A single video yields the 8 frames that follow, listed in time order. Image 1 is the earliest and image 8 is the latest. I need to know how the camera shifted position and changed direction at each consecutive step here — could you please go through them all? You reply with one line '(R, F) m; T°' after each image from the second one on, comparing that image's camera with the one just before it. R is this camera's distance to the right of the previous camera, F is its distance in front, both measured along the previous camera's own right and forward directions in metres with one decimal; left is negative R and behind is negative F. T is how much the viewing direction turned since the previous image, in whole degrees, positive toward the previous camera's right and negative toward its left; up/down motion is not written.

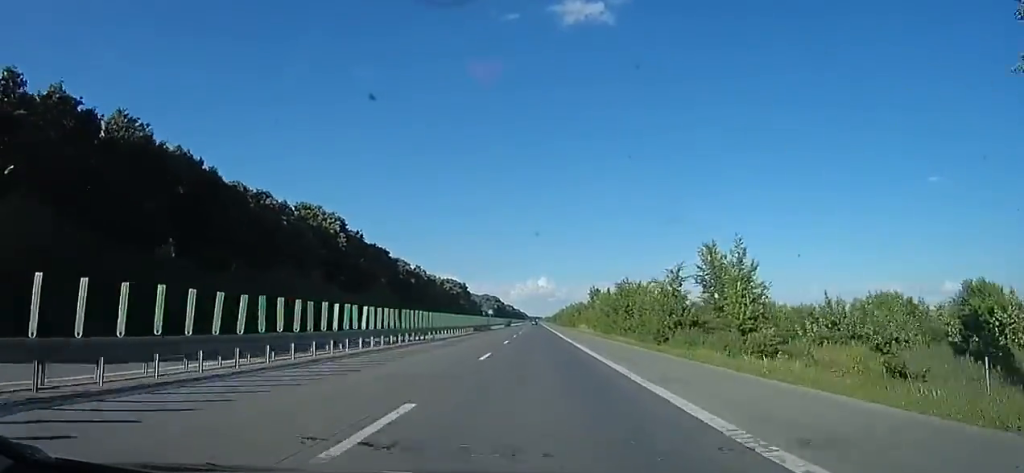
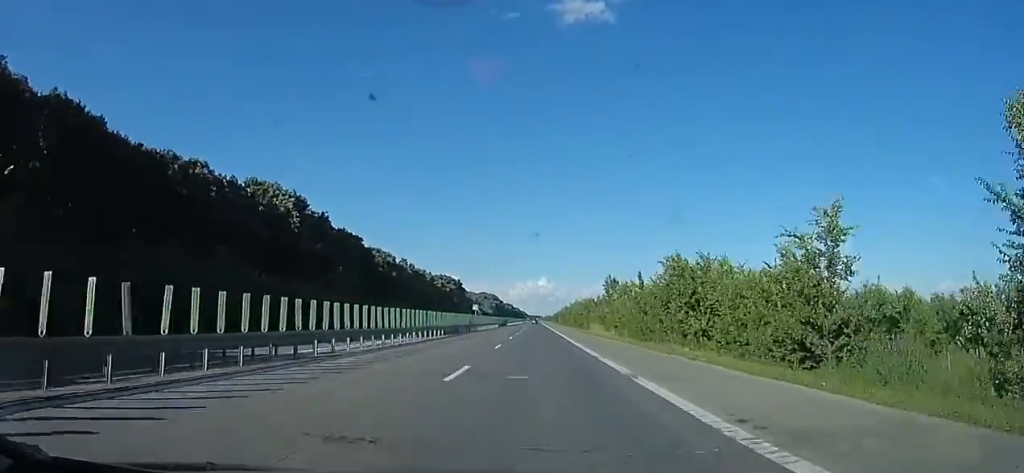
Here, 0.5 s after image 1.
(-0.3, +17.8) m; -1°
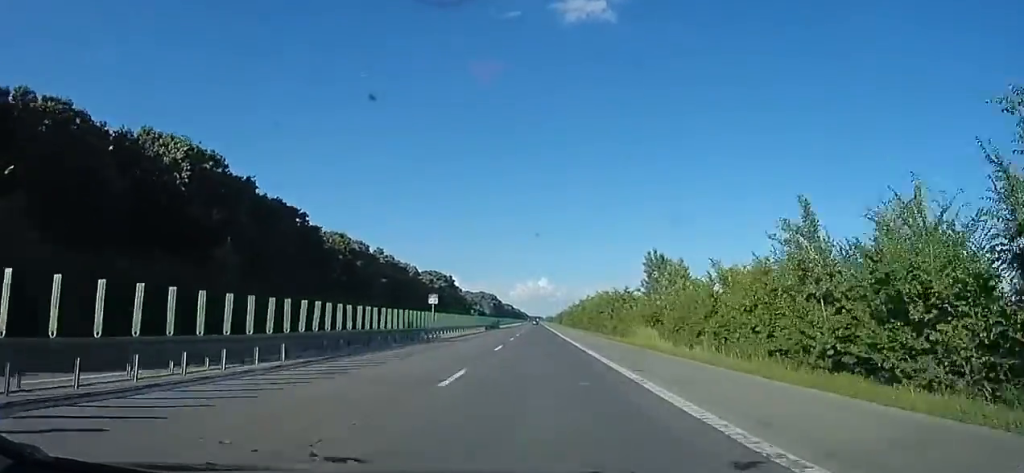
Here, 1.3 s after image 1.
(-0.2, +24.8) m; +2°
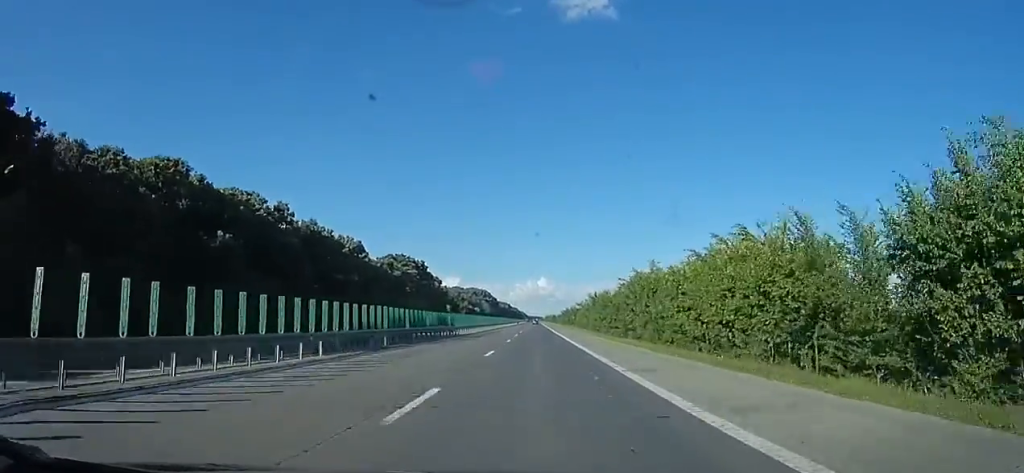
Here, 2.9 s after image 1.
(+1.3, +51.2) m; 0°
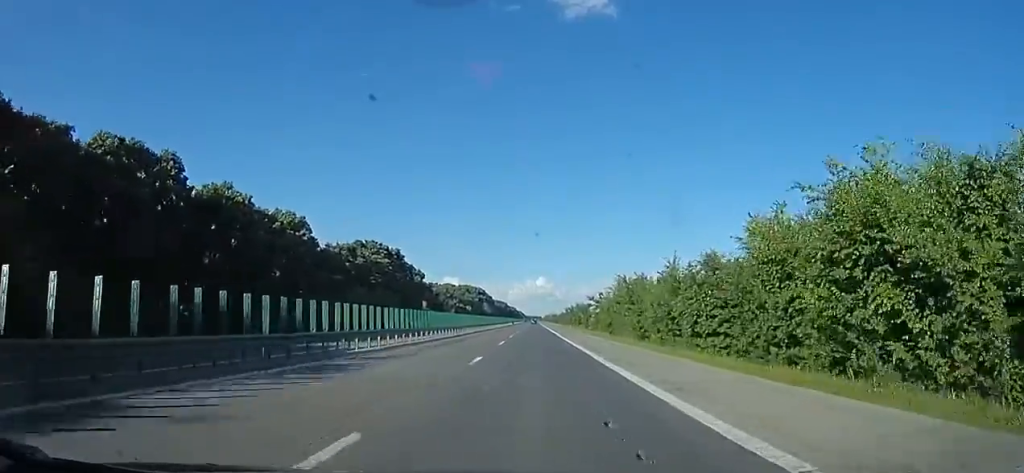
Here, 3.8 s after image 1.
(-0.5, +27.6) m; 0°
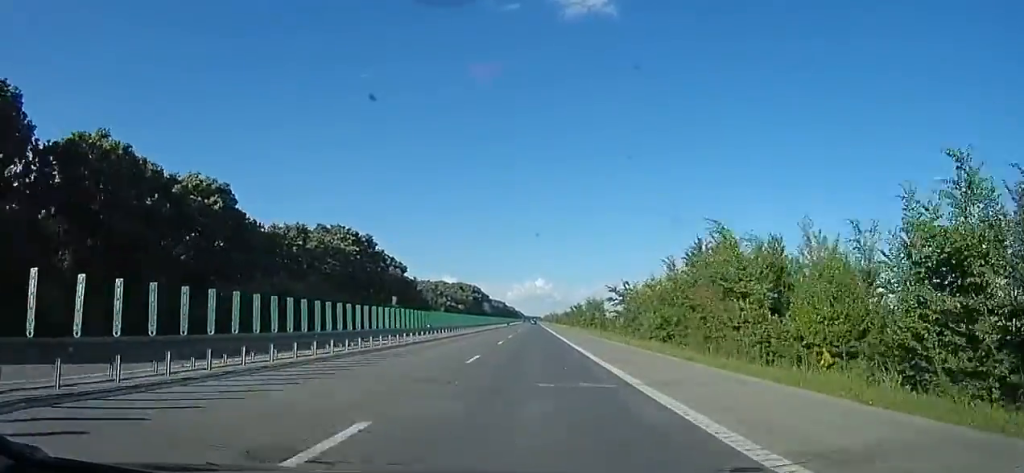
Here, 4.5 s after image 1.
(-0.3, +23.2) m; +1°
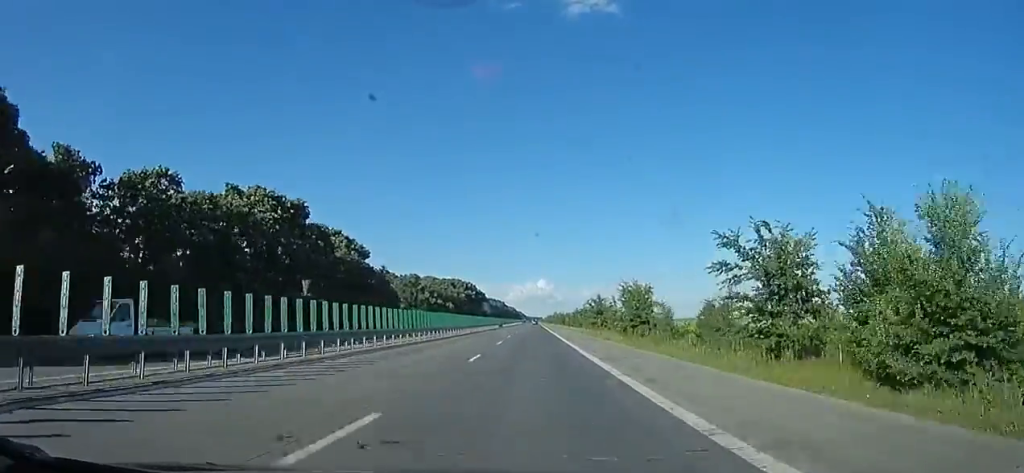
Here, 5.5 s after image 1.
(+1.3, +35.1) m; -1°
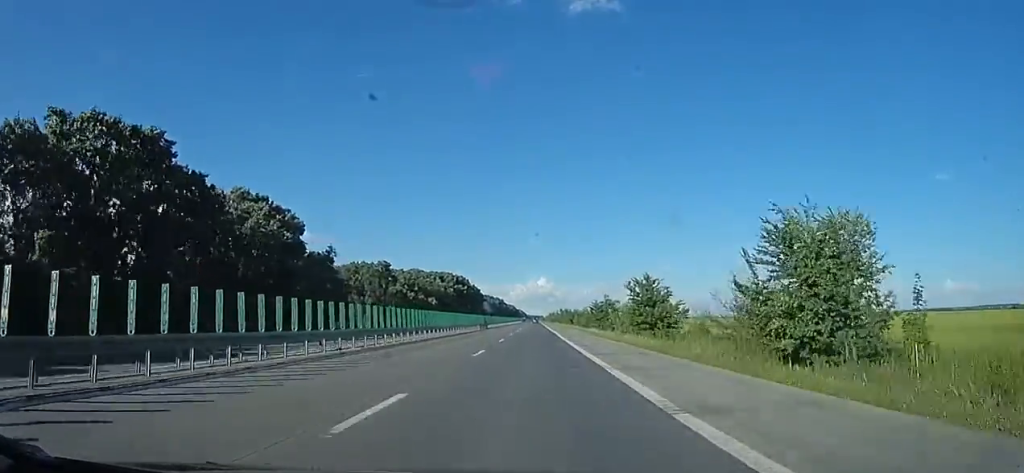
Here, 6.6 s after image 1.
(-1.6, +34.1) m; -2°
